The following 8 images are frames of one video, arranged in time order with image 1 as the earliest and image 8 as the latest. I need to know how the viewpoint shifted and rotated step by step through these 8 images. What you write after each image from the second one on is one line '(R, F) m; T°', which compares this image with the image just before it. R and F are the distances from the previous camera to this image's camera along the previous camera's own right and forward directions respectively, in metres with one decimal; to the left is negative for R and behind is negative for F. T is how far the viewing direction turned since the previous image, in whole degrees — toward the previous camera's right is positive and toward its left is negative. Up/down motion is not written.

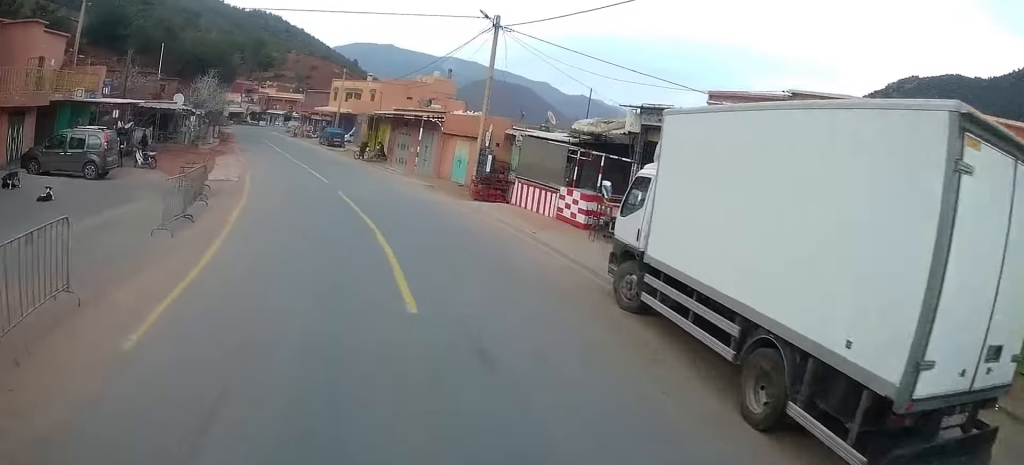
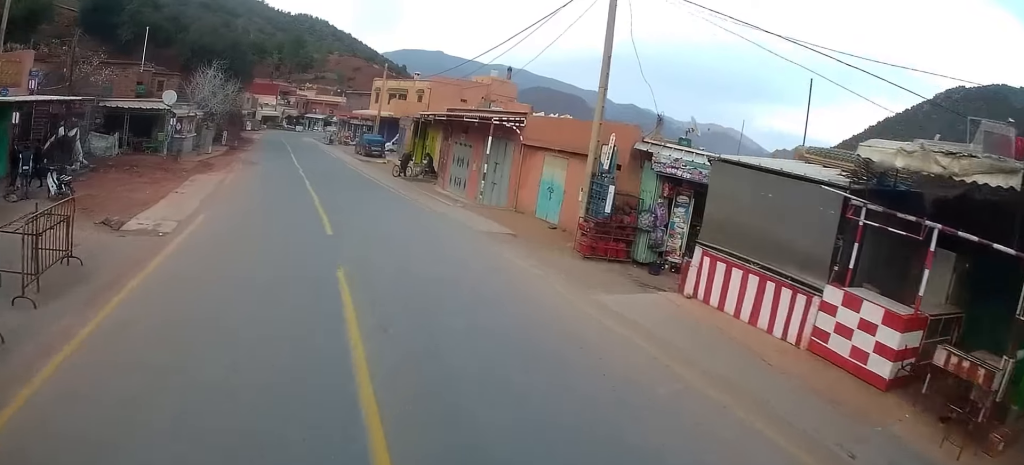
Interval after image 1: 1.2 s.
(-0.2, +10.8) m; -2°
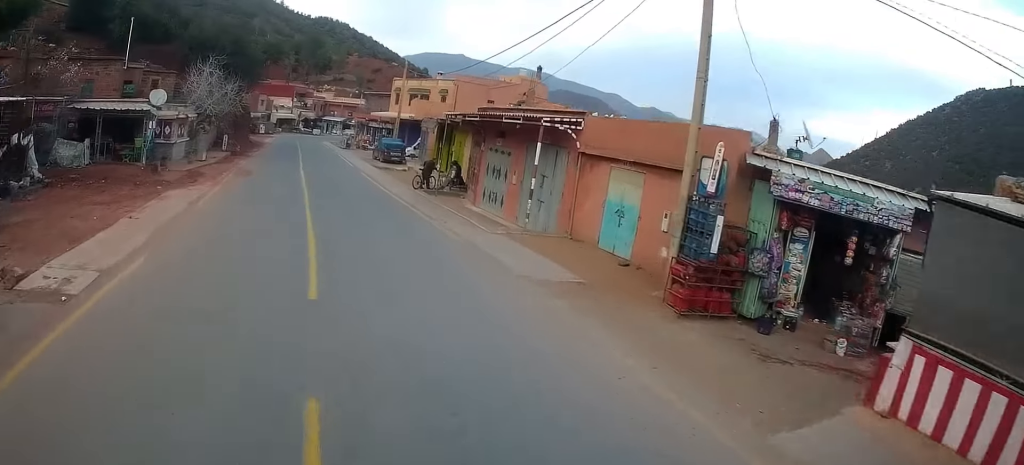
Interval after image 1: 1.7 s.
(+0.3, +4.8) m; -2°
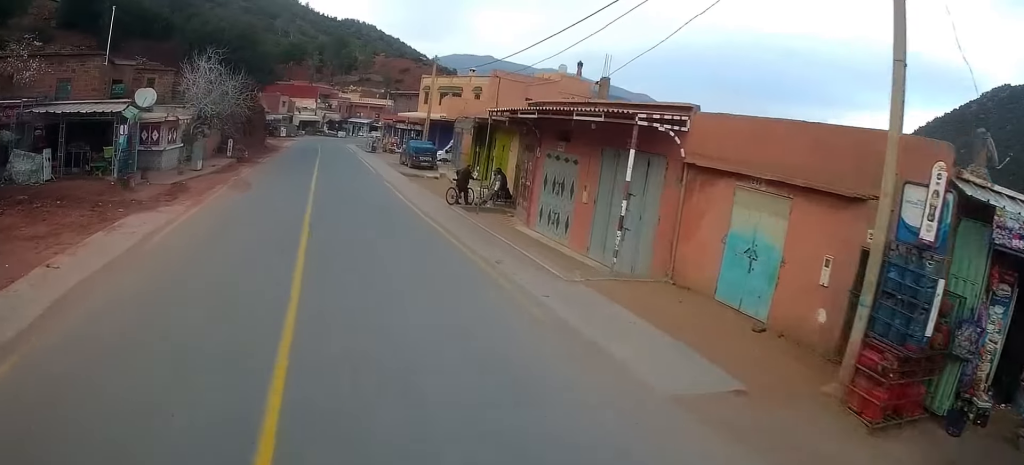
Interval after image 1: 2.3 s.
(-0.4, +5.2) m; -4°
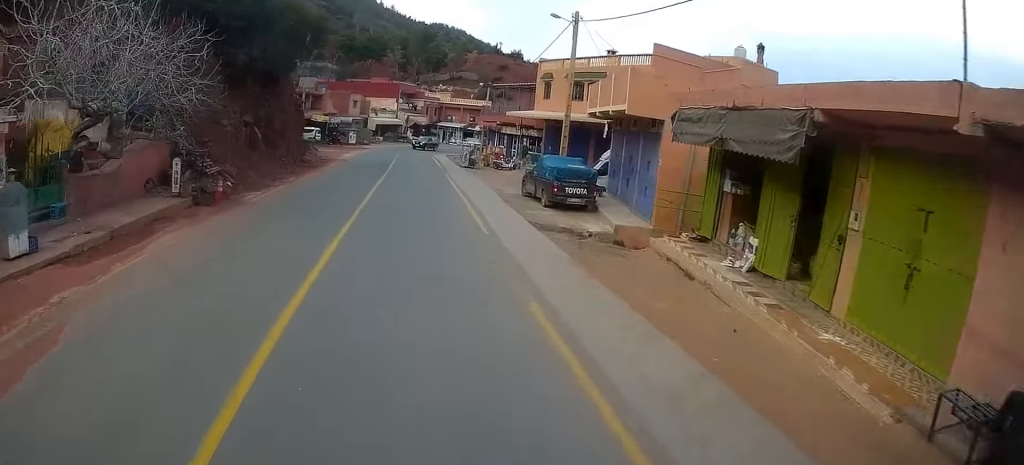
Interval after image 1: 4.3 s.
(-2.2, +19.5) m; -9°
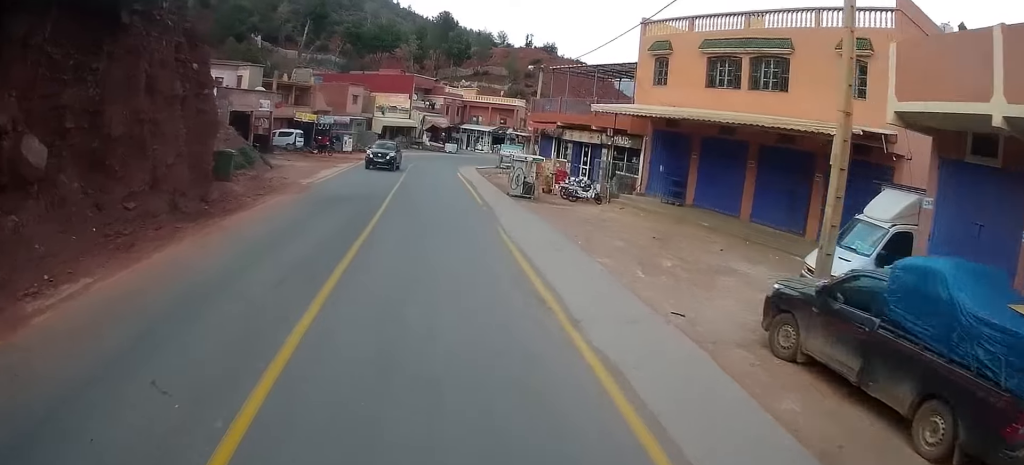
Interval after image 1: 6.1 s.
(0.0, +18.9) m; +1°
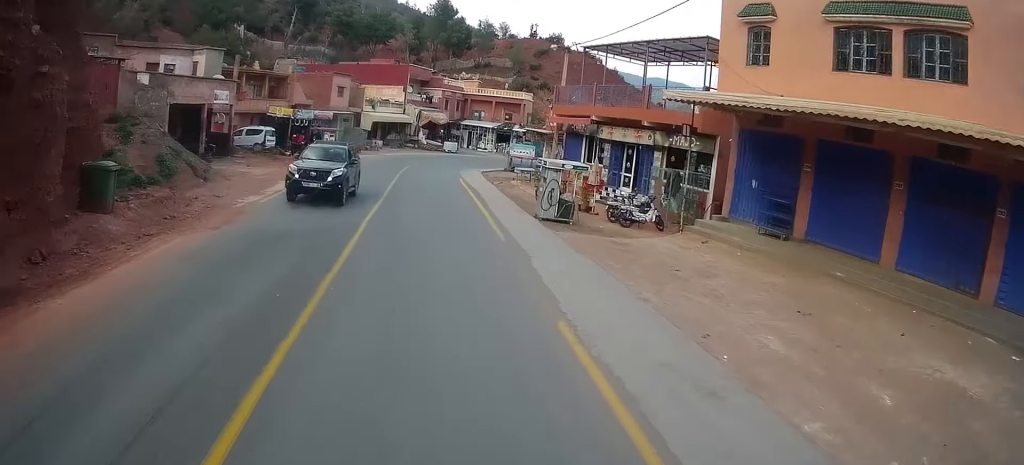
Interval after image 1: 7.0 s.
(+0.1, +8.7) m; 0°
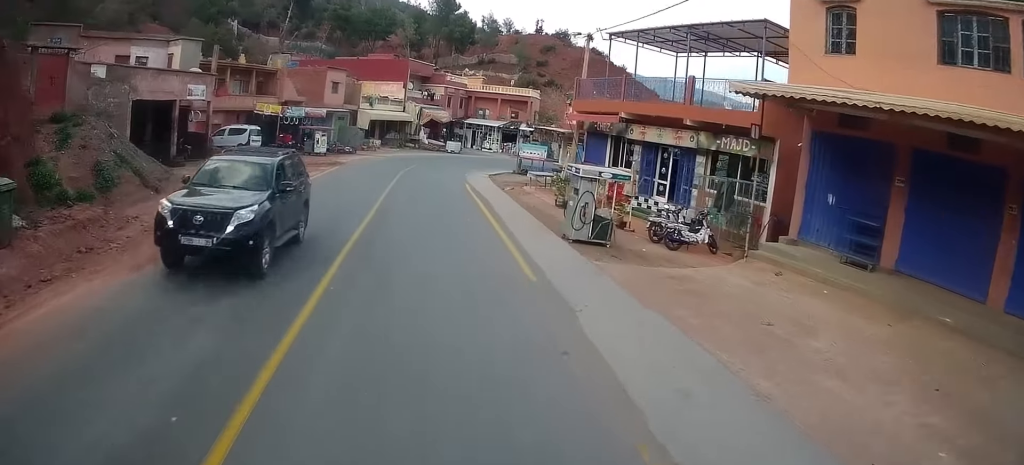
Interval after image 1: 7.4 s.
(0.0, +4.1) m; -1°
